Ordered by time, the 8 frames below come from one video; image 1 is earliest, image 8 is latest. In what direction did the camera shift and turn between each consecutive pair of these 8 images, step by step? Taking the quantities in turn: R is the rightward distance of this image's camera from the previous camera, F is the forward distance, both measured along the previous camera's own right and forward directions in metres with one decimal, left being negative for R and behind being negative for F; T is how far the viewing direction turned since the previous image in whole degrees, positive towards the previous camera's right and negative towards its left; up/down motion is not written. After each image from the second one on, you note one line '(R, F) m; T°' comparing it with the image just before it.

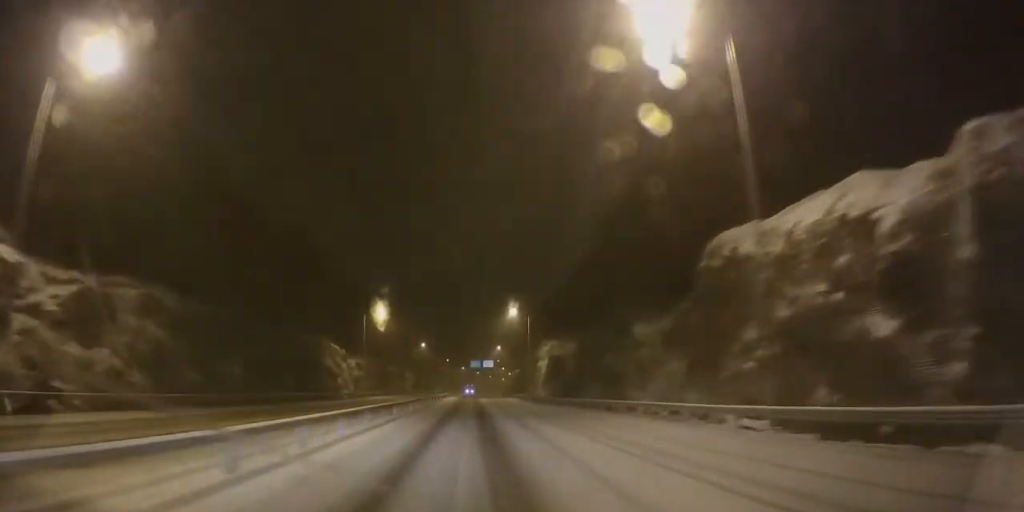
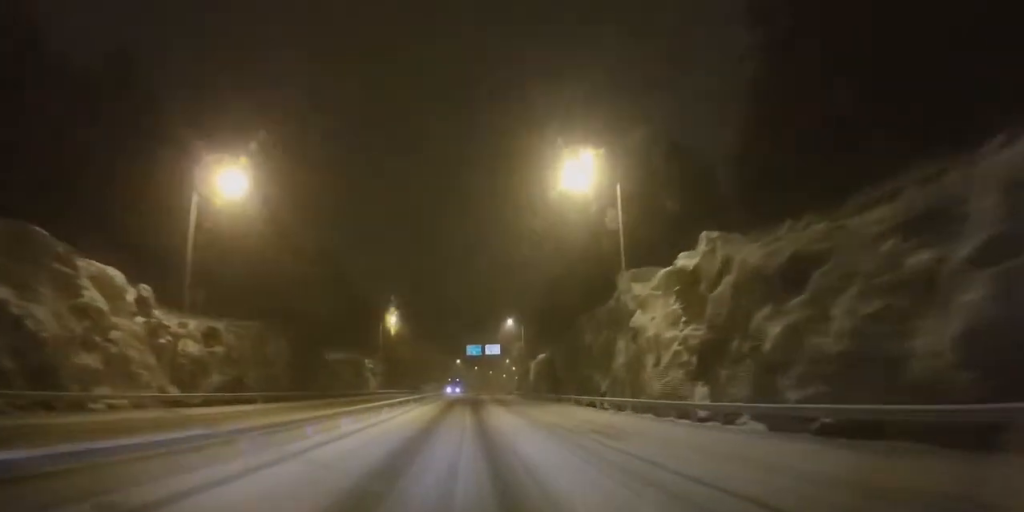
(-0.6, +55.5) m; -1°
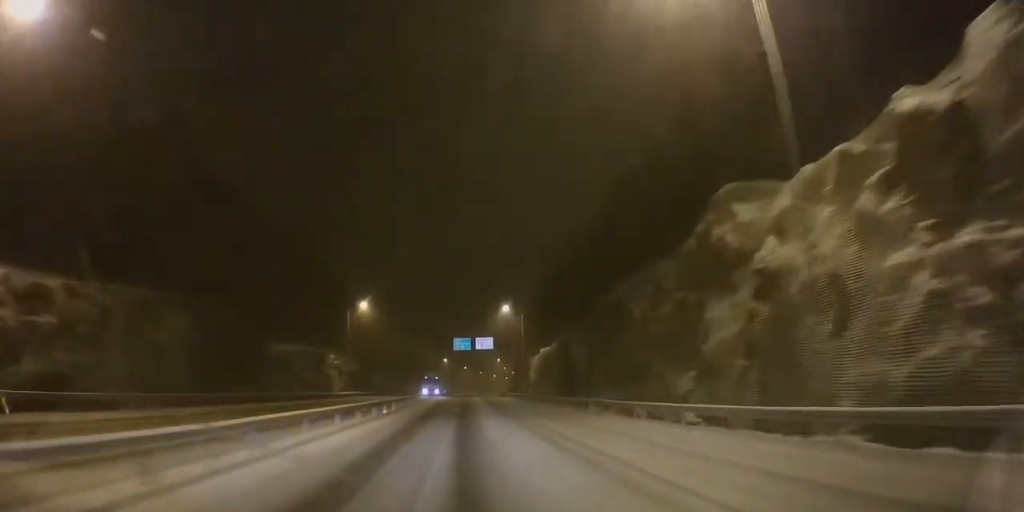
(+0.4, +18.8) m; +1°
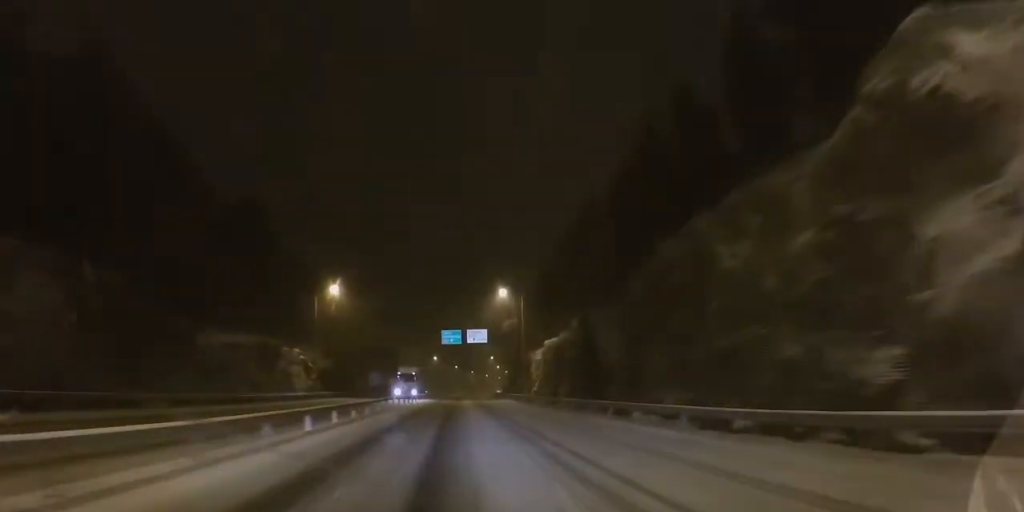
(+0.1, +13.7) m; 0°
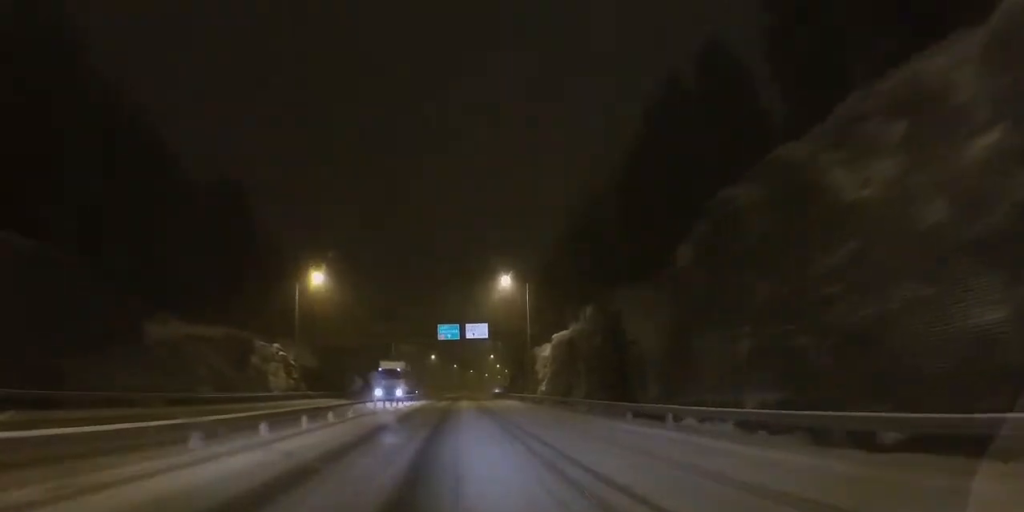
(0.0, +7.7) m; 0°
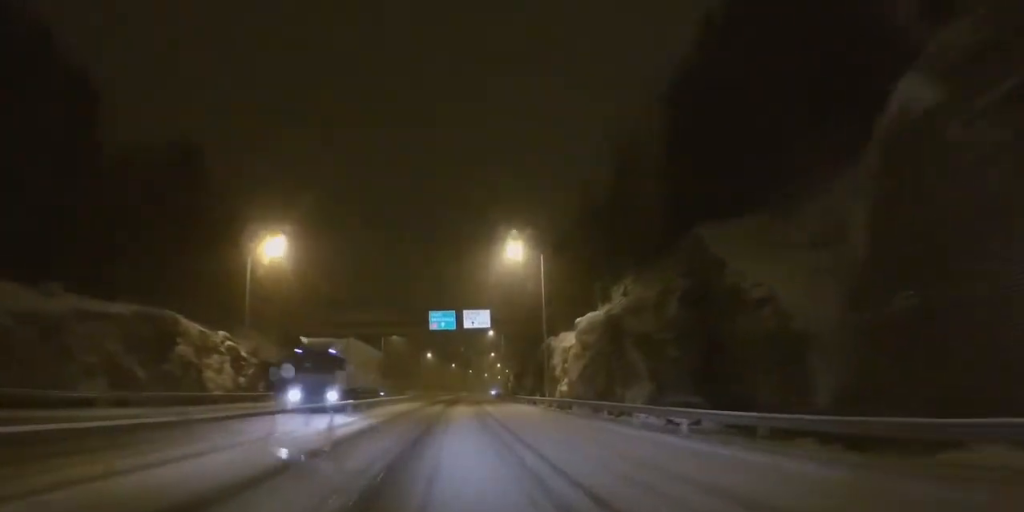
(0.0, +14.3) m; 0°
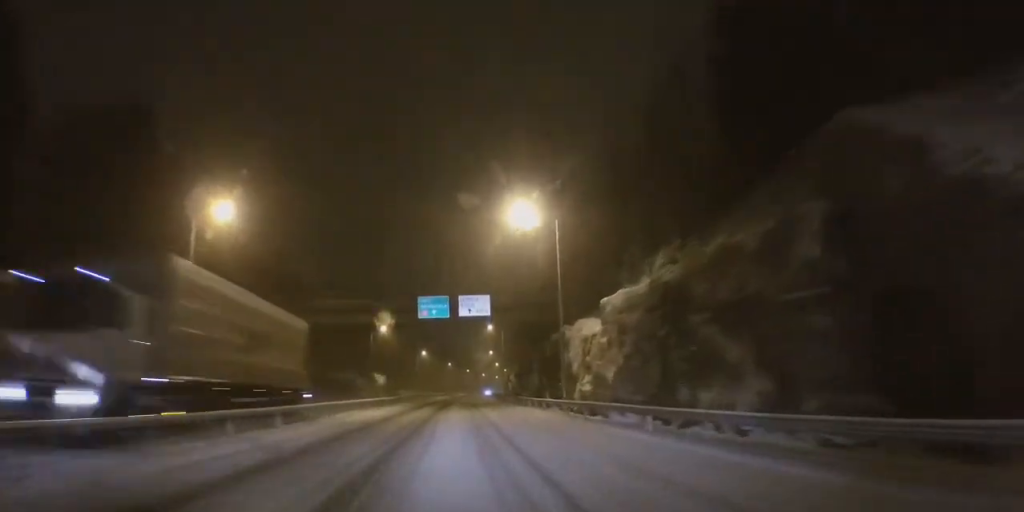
(0.0, +10.4) m; 0°
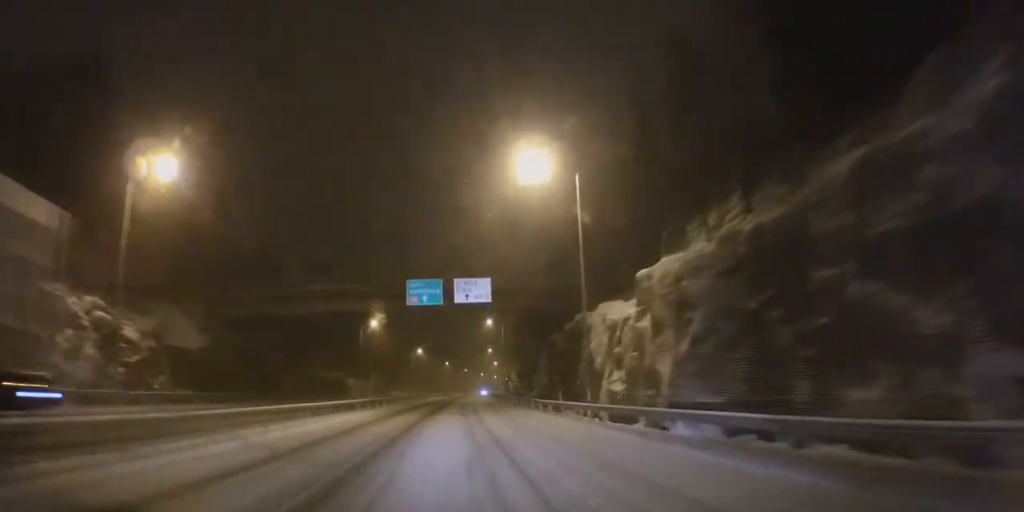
(0.0, +8.4) m; +1°
